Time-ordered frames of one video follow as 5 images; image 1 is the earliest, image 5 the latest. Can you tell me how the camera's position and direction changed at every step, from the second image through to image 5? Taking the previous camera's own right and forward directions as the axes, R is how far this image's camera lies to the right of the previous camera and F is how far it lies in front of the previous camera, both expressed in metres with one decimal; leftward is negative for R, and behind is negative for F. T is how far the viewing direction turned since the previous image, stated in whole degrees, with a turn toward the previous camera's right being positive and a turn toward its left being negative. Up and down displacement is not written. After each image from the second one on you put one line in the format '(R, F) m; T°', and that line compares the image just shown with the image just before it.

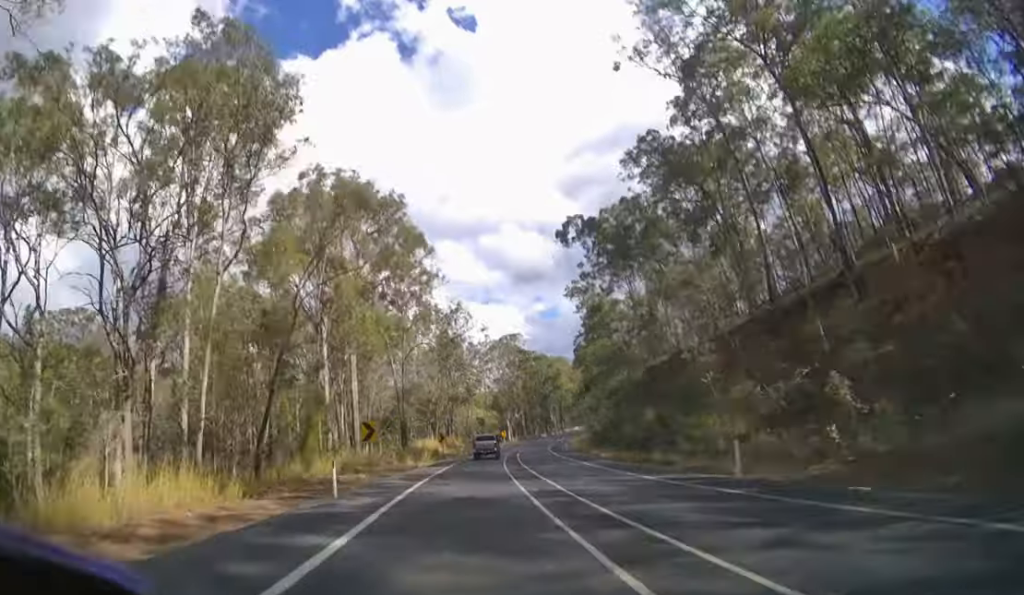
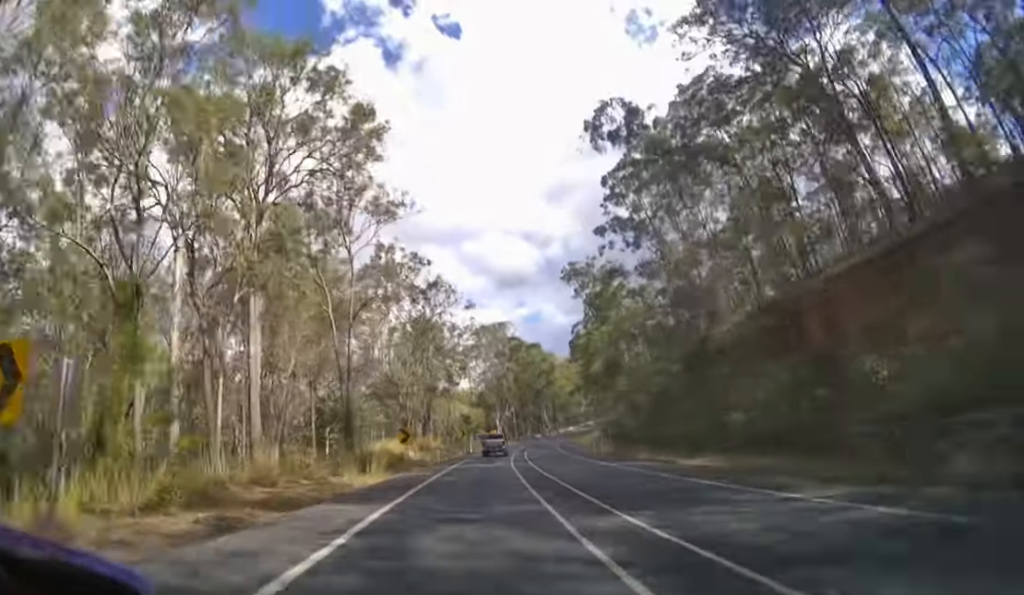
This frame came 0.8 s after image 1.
(+0.2, +15.7) m; +2°
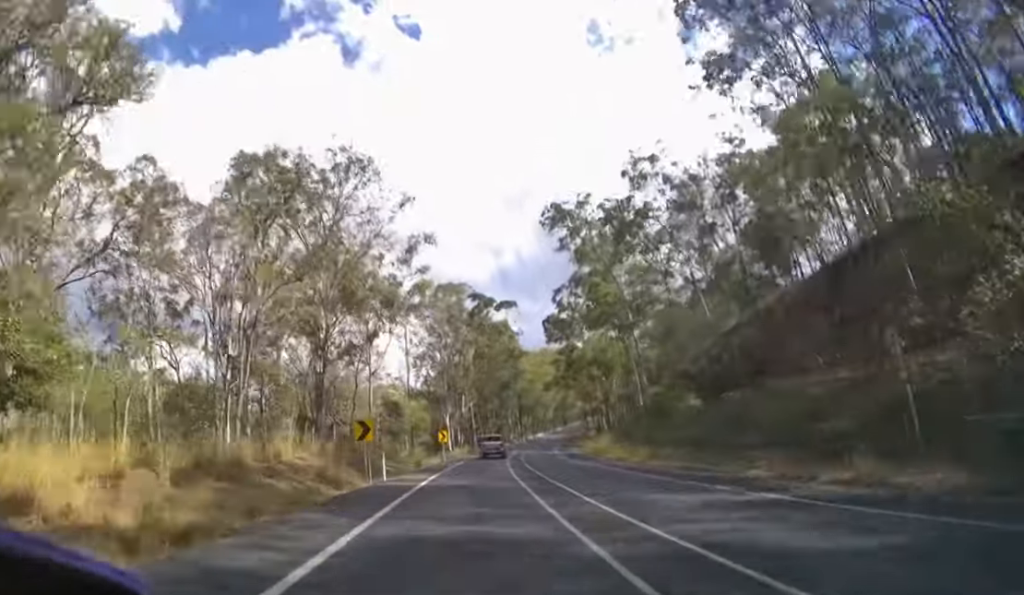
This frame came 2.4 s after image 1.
(+1.3, +33.4) m; +5°
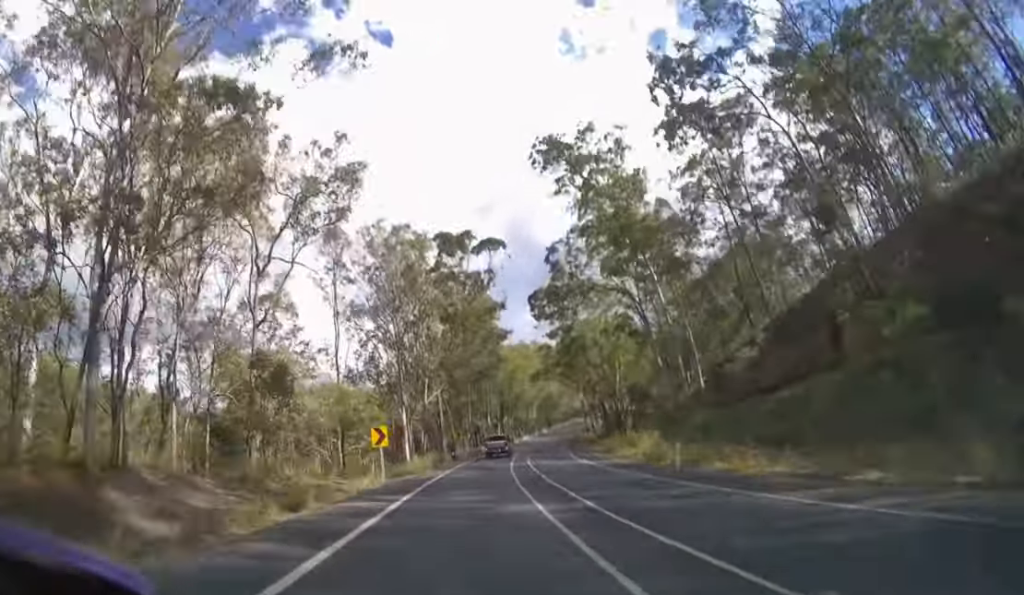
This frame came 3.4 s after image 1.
(+0.8, +23.4) m; +4°
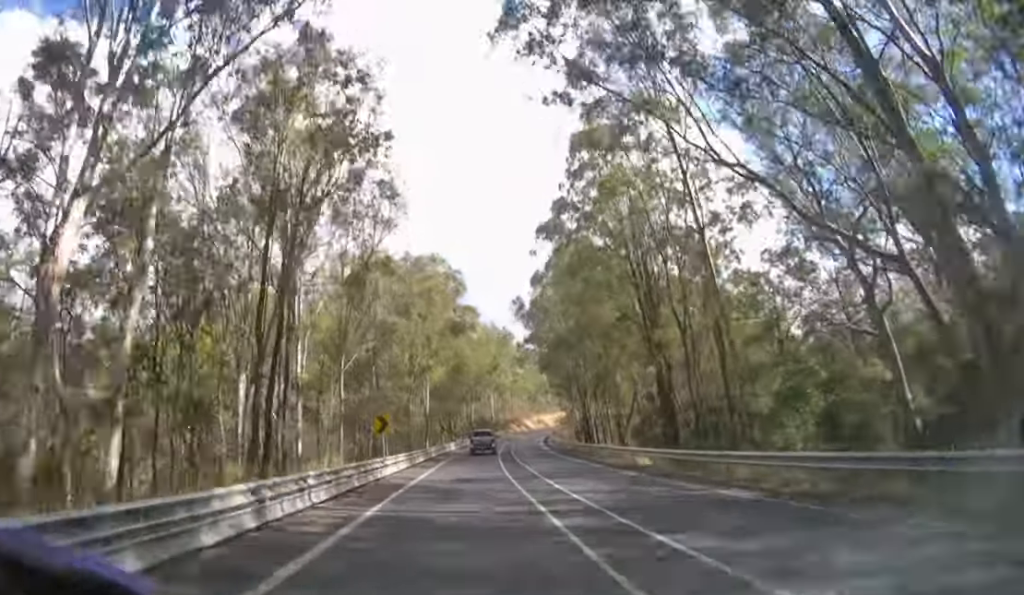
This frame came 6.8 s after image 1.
(+10.5, +86.1) m; +14°
